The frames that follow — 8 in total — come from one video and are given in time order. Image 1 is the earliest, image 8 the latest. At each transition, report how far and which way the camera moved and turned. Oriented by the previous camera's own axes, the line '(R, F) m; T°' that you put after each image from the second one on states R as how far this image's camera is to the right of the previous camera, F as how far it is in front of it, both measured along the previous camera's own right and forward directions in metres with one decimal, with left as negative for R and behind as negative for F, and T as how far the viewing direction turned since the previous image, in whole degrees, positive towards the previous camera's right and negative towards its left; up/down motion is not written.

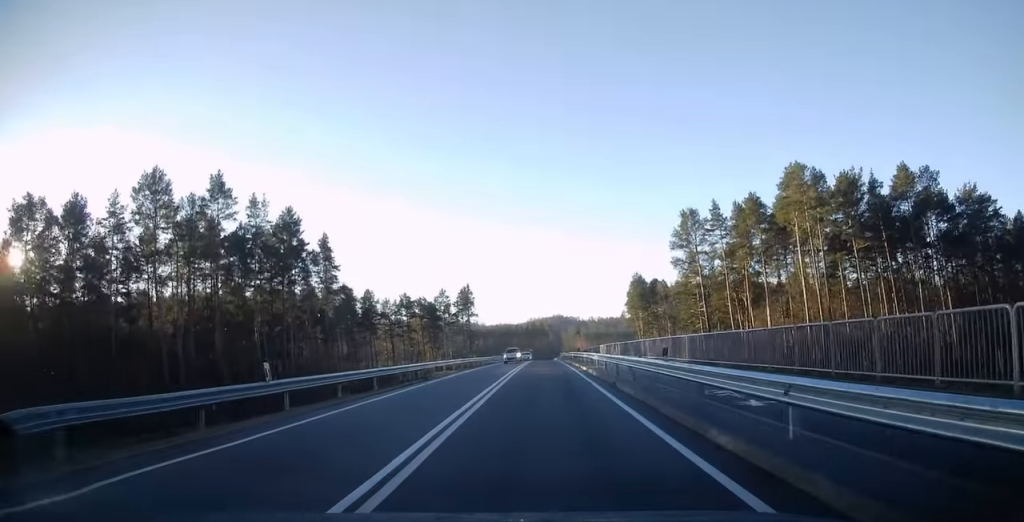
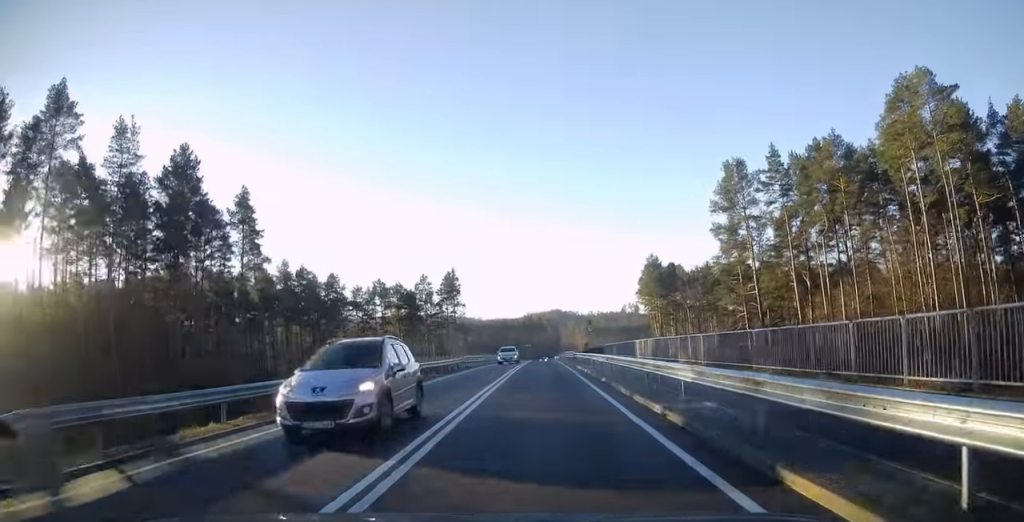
(0.0, +27.4) m; 0°
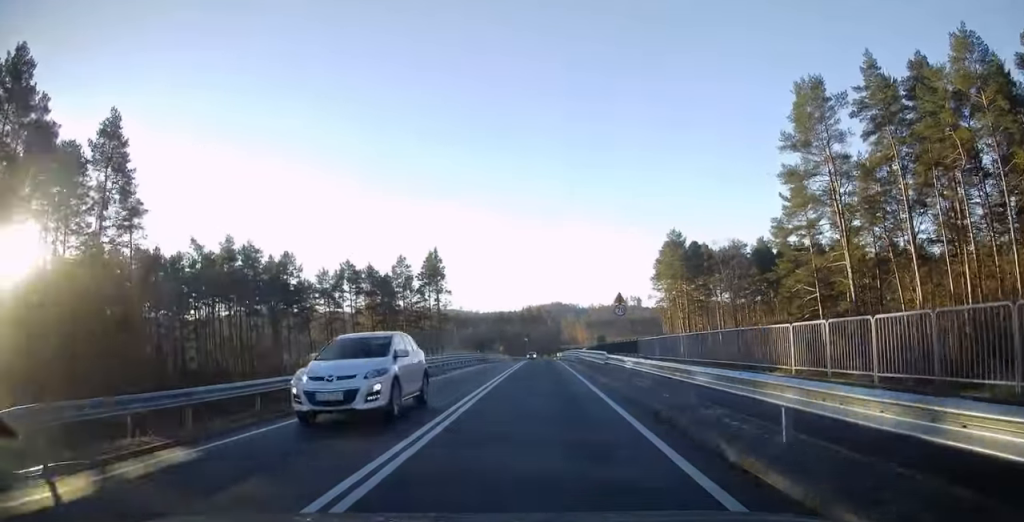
(0.0, +25.3) m; 0°
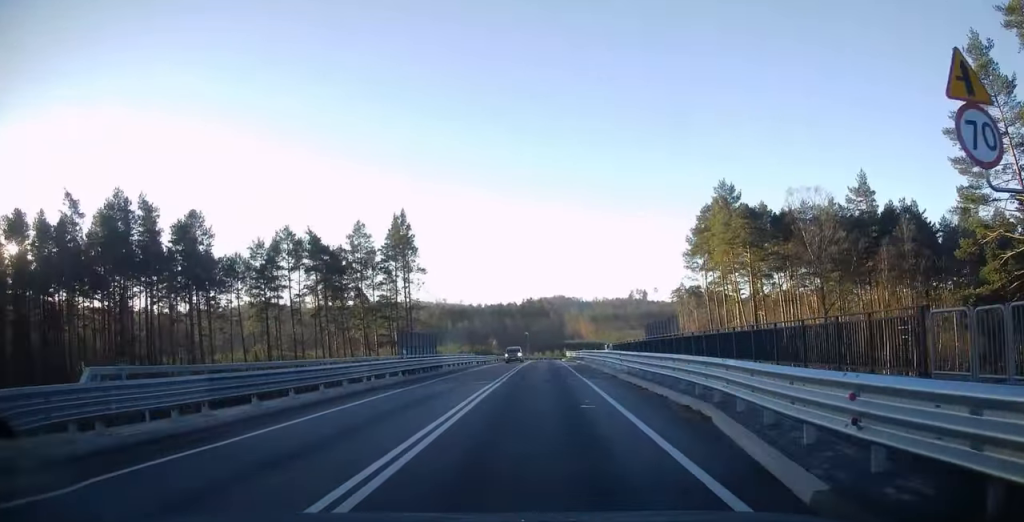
(-0.1, +33.4) m; 0°
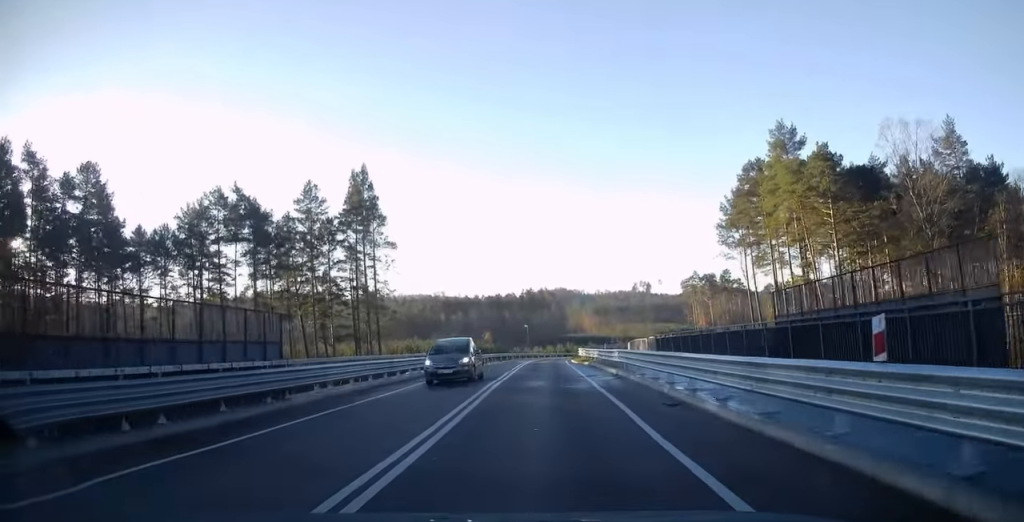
(+0.1, +23.0) m; 0°
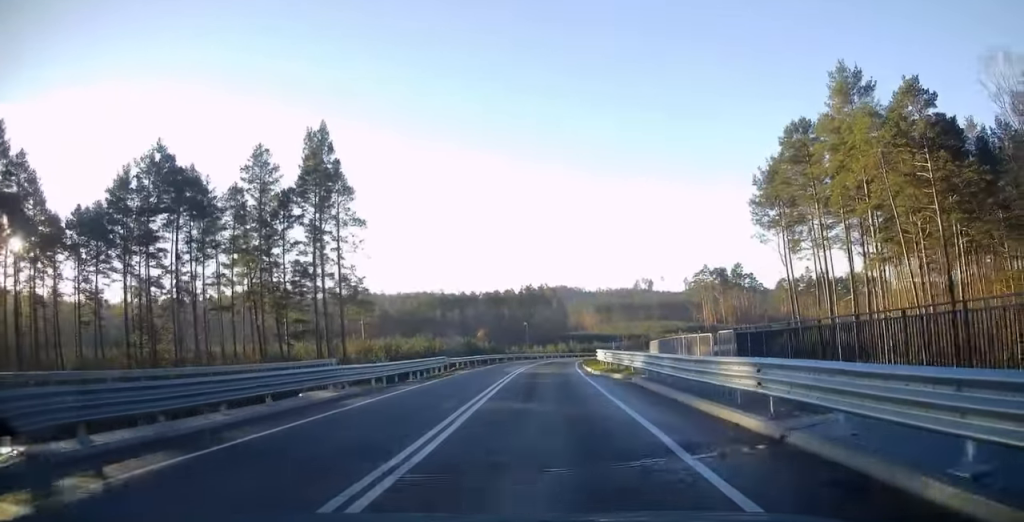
(0.0, +15.8) m; 0°
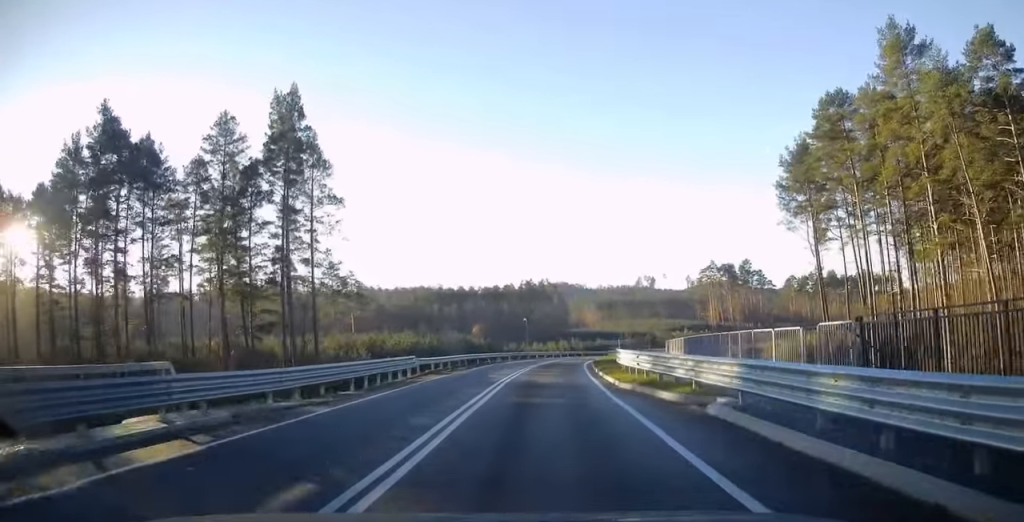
(-0.1, +9.0) m; 0°
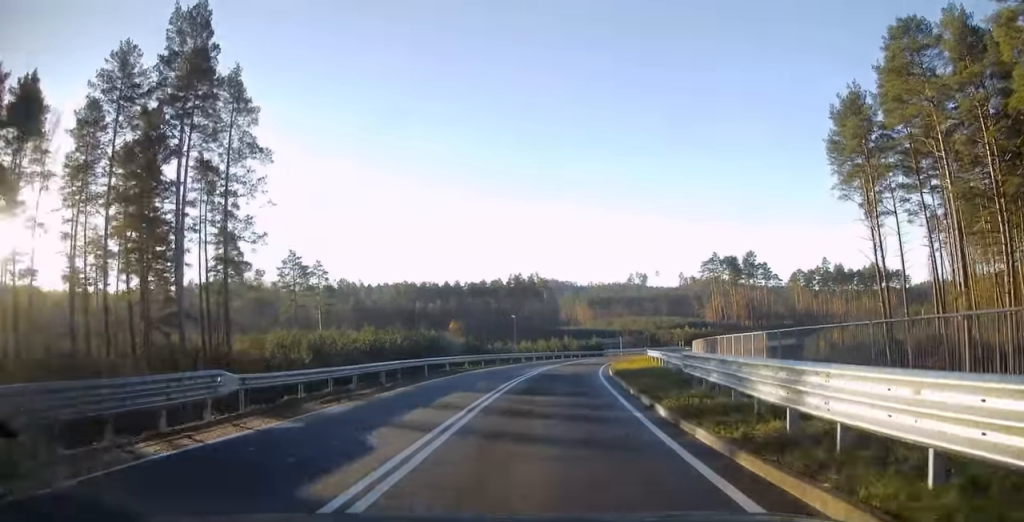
(+0.1, +16.6) m; +2°
